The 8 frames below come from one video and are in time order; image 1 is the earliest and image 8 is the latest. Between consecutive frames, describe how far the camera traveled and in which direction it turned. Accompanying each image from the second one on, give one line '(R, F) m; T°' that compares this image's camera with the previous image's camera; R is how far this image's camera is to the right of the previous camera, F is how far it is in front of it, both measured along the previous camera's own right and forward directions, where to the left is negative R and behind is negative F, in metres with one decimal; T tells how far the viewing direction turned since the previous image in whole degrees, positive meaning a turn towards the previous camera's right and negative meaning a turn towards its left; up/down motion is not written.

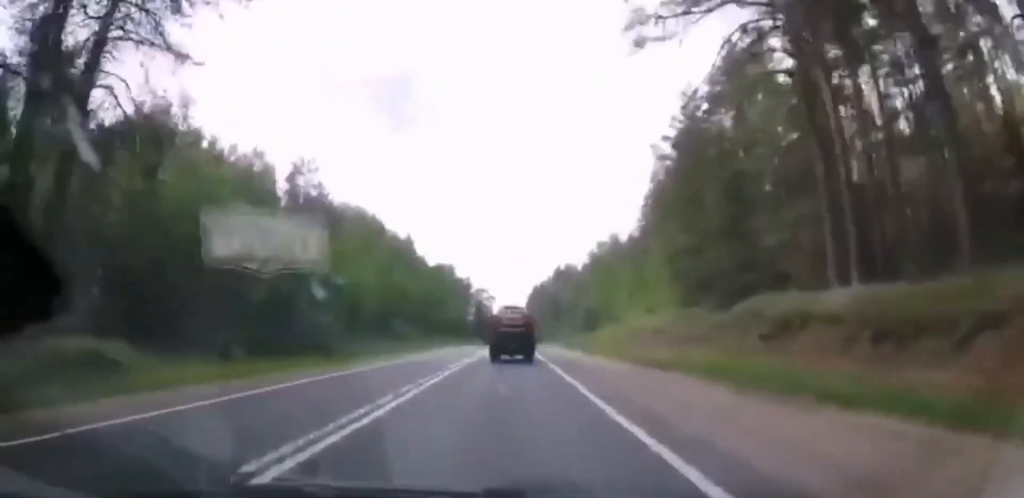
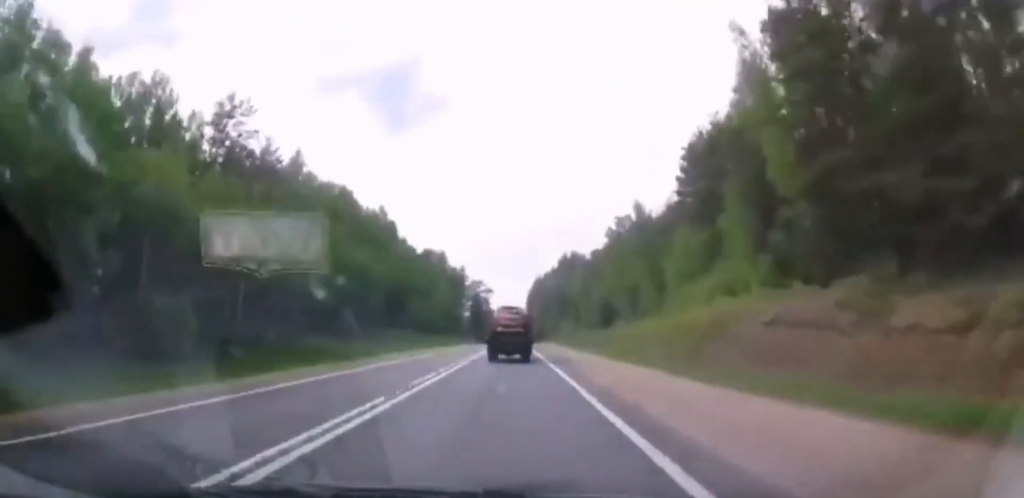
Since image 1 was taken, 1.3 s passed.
(-0.5, +26.9) m; -1°
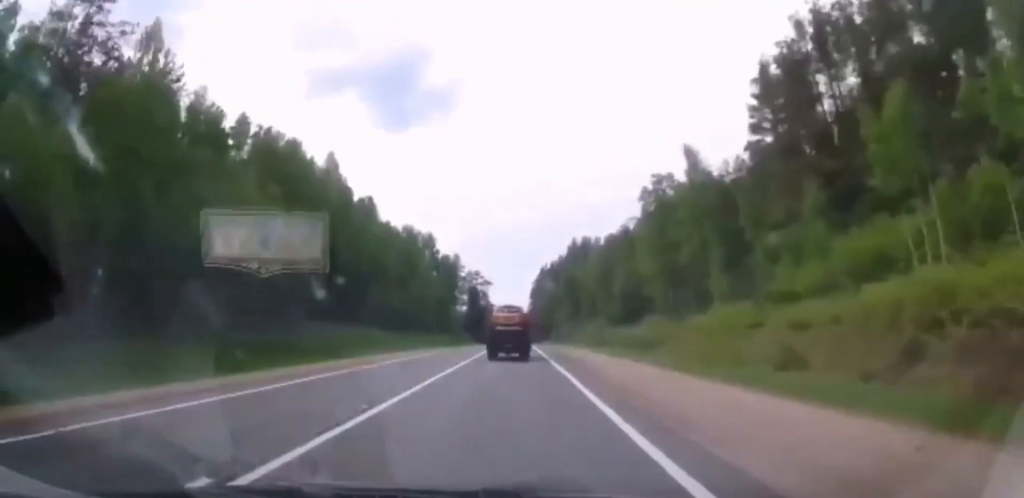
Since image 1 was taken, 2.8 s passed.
(+0.4, +30.4) m; +1°
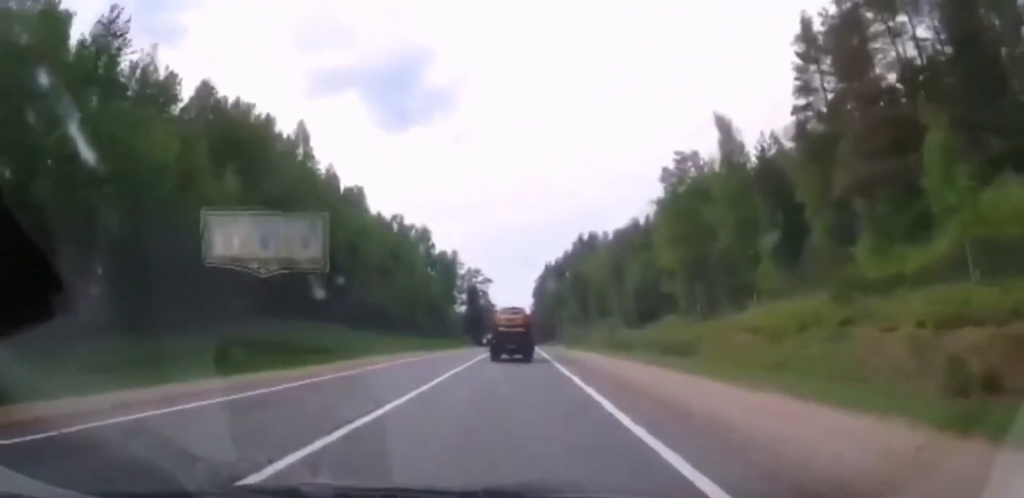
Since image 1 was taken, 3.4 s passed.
(-0.2, +11.7) m; 0°
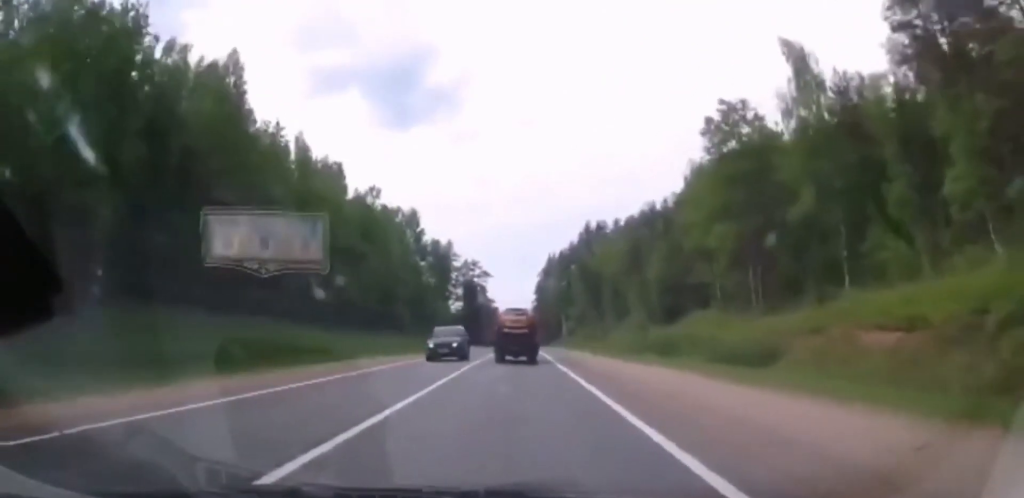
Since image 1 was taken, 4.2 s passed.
(+0.3, +17.7) m; 0°
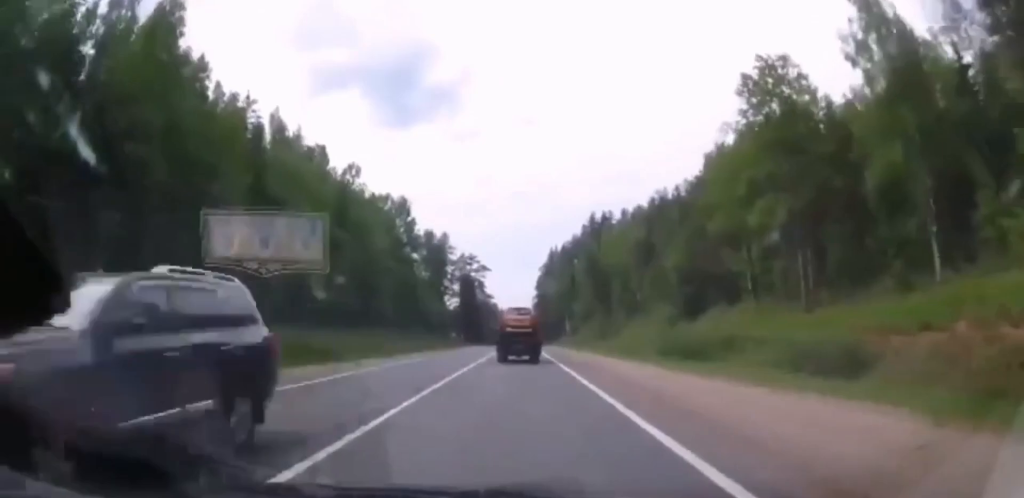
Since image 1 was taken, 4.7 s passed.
(0.0, +10.8) m; 0°
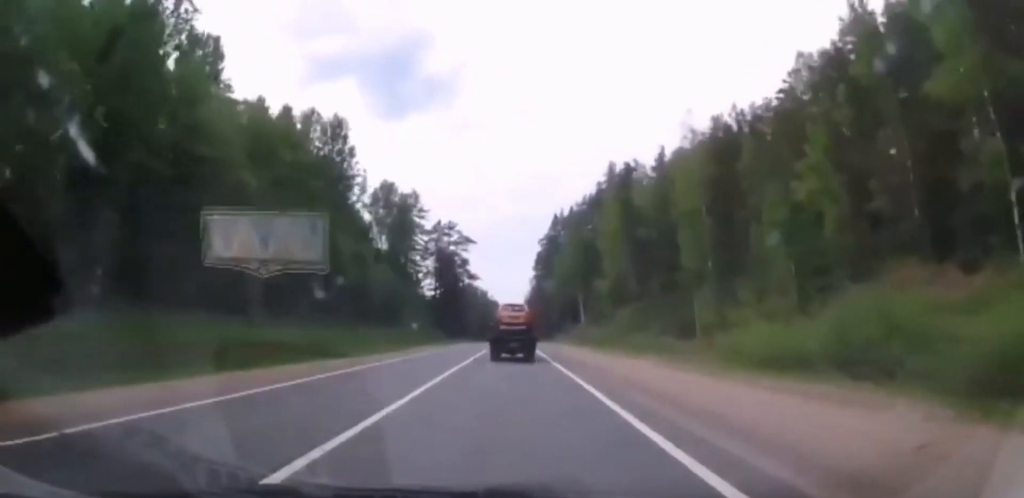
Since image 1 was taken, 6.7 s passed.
(-0.2, +42.4) m; +1°
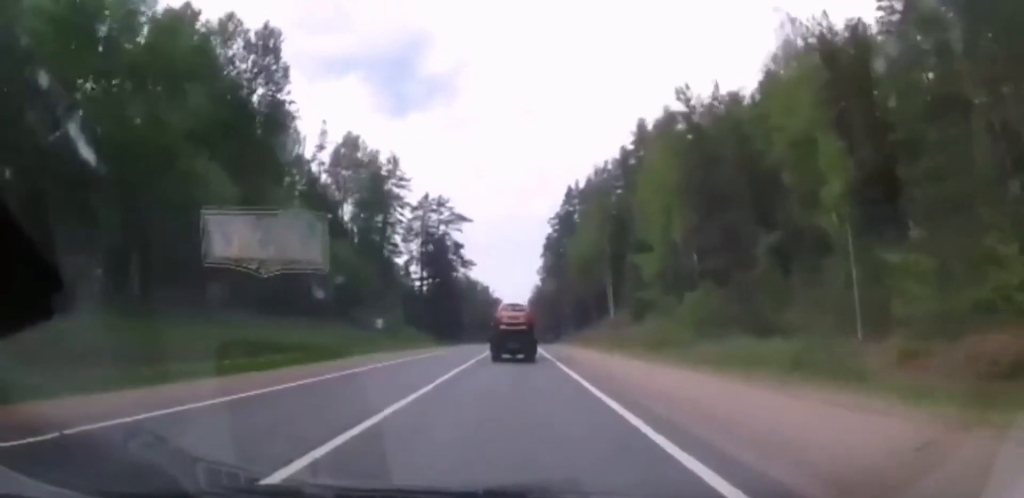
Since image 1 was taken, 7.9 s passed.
(+0.1, +25.4) m; +1°
